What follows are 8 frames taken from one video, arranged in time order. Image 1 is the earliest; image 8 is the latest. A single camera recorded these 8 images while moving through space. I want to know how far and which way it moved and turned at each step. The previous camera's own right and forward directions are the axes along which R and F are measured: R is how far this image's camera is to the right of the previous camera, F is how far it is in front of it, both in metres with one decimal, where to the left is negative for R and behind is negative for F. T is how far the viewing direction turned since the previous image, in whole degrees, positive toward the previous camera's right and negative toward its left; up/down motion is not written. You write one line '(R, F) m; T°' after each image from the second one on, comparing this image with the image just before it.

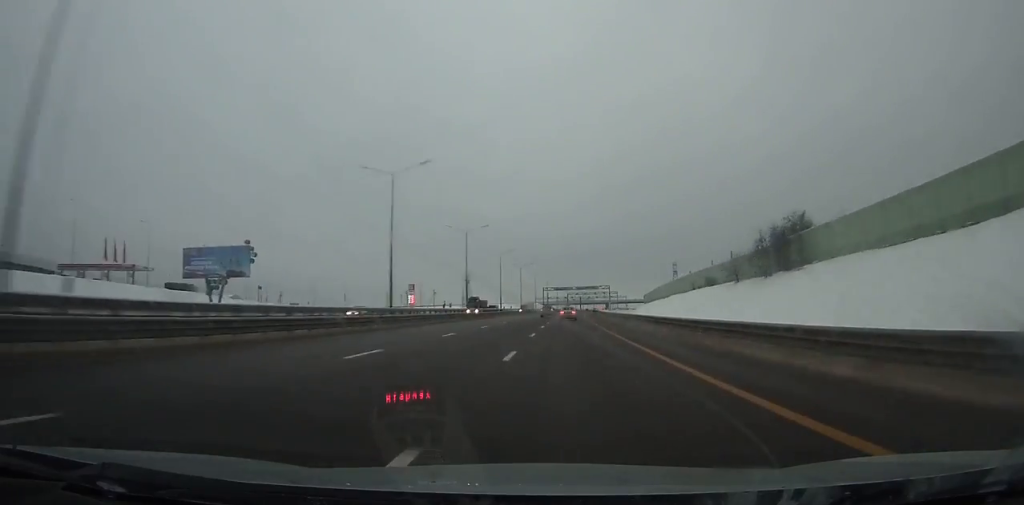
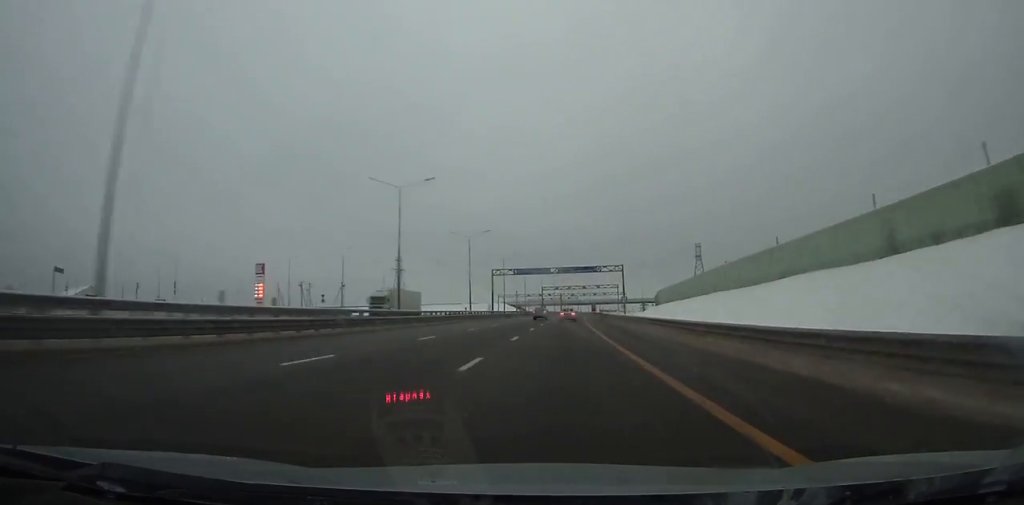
(+1.7, +85.7) m; +2°
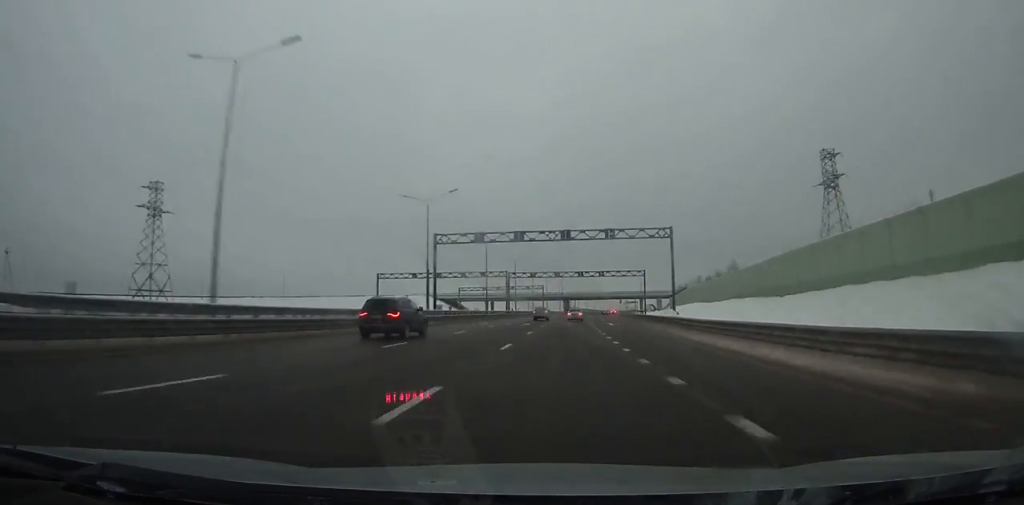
(+3.0, +112.3) m; +3°
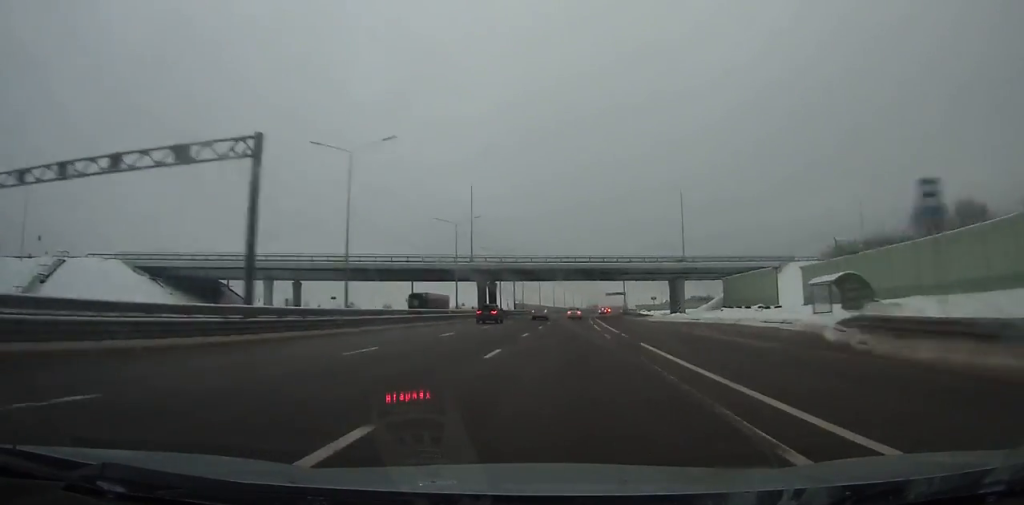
(+4.8, +134.9) m; +4°
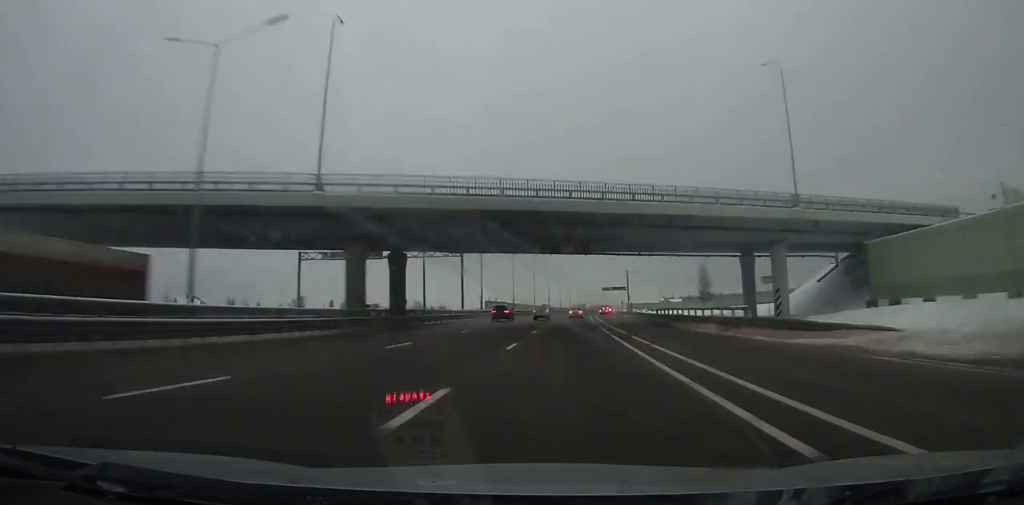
(+0.8, +44.9) m; +1°
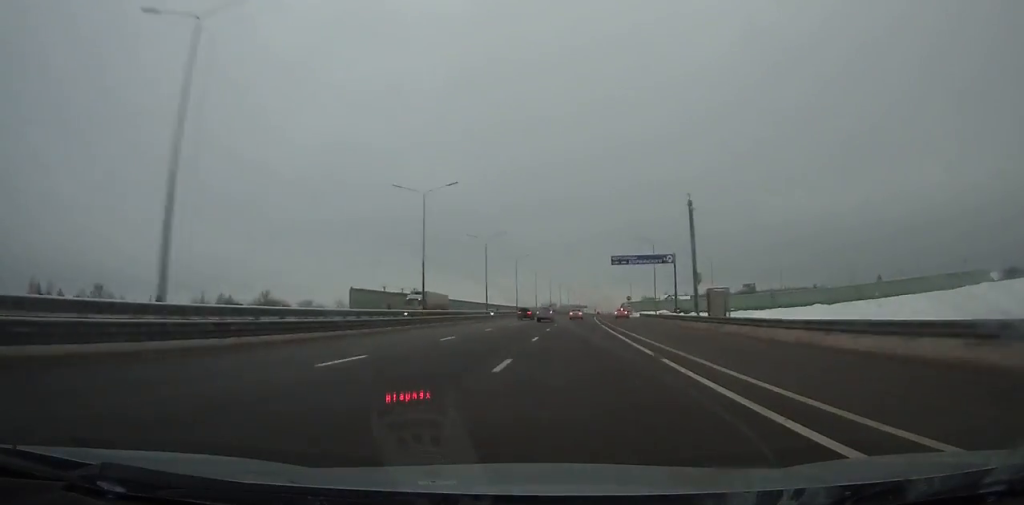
(+2.3, +90.2) m; +3°
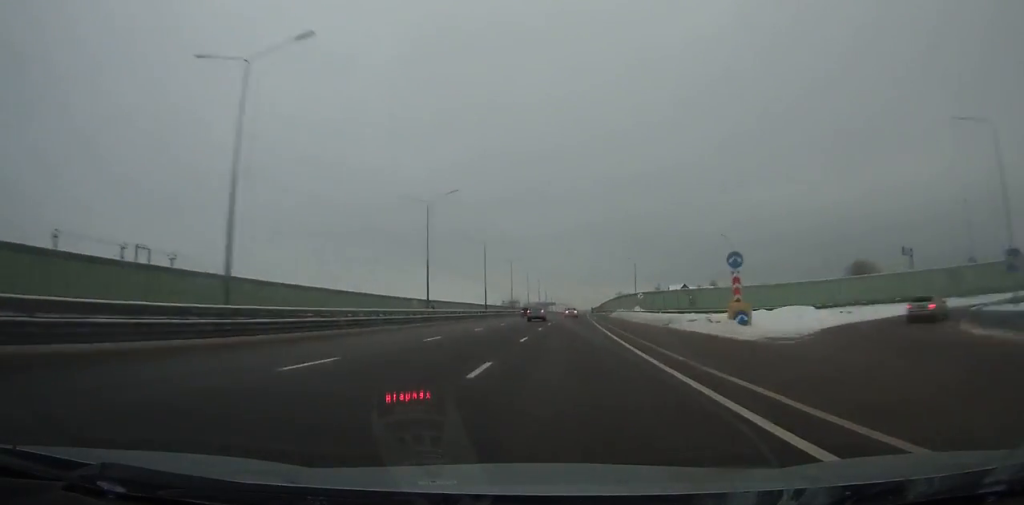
(+2.3, +85.3) m; +3°
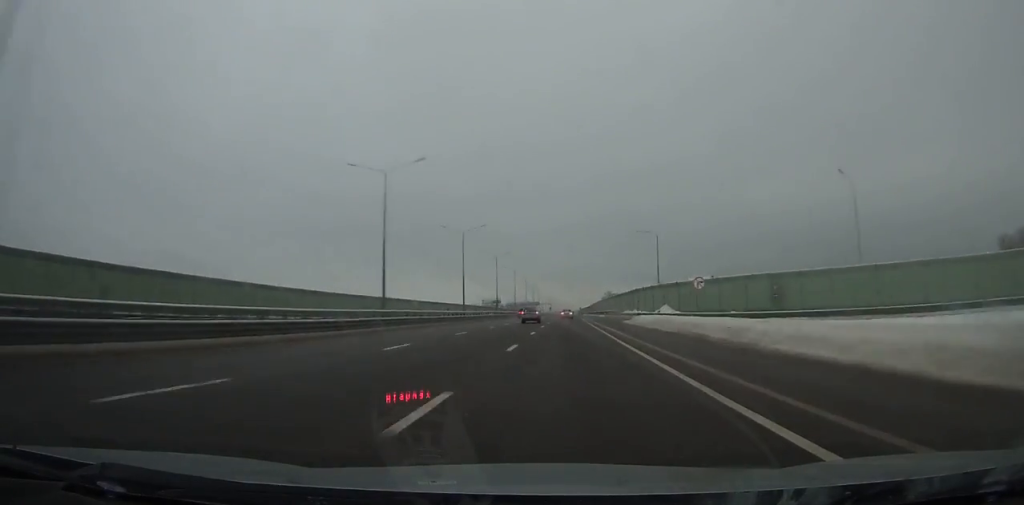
(+0.3, +40.0) m; +1°
